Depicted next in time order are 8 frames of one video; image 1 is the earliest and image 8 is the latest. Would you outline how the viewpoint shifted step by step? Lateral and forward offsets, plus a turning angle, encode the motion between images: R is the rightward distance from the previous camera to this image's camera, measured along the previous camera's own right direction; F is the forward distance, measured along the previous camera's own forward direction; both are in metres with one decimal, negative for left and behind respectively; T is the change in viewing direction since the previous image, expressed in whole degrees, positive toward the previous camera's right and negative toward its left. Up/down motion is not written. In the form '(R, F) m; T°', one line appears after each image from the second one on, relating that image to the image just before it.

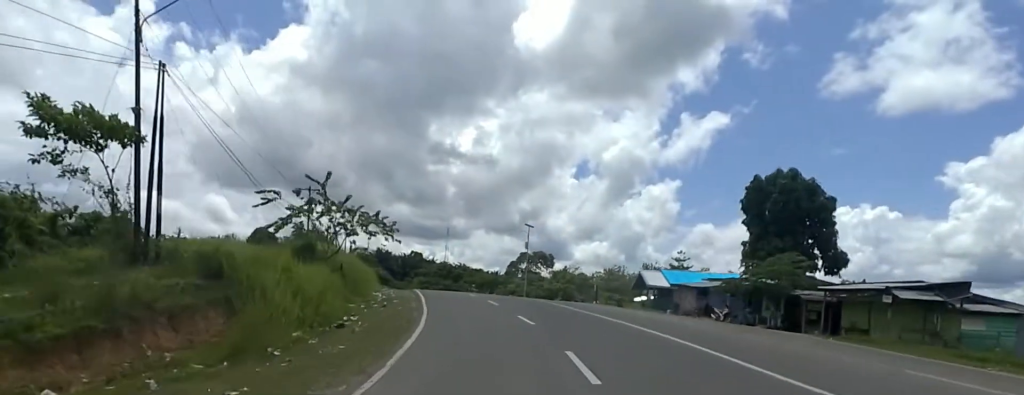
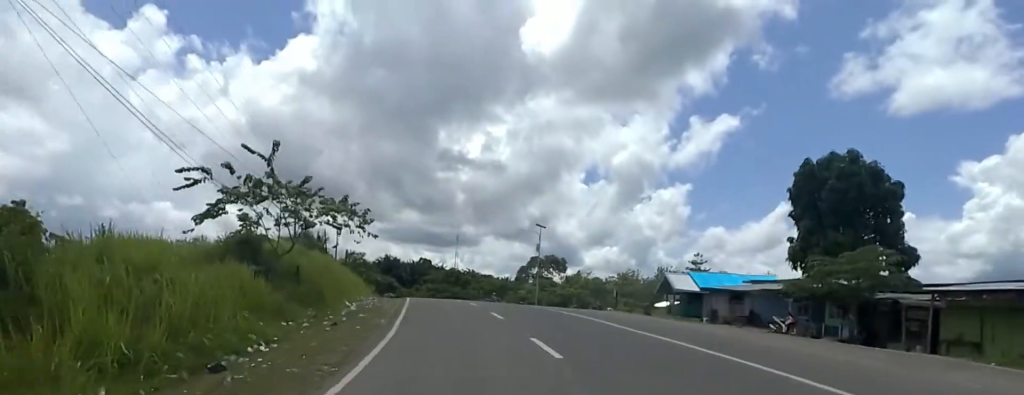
(-0.6, +6.0) m; -4°
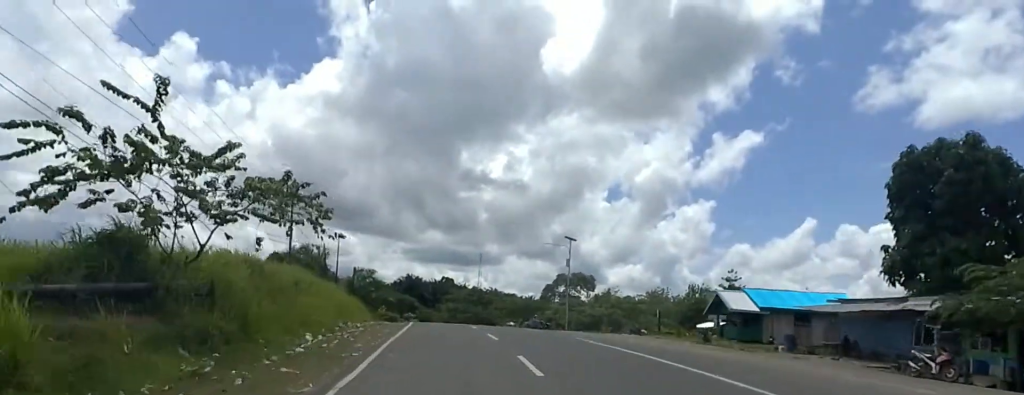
(-0.6, +7.2) m; -4°
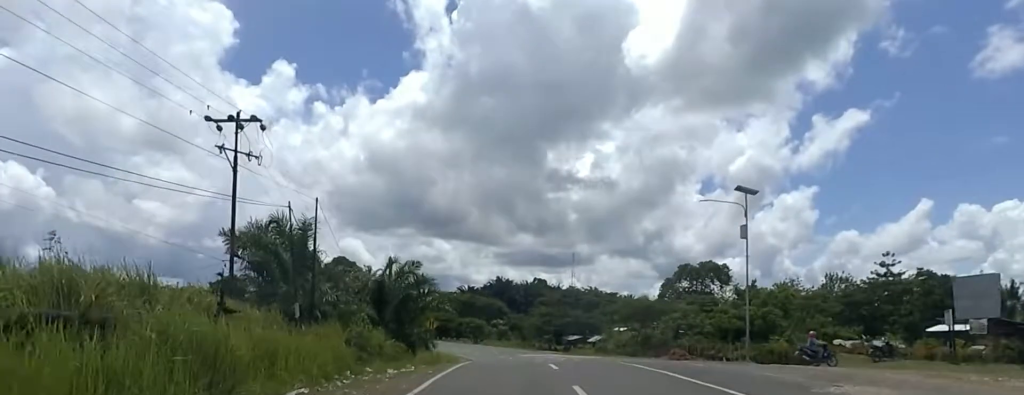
(+0.3, +24.0) m; +3°
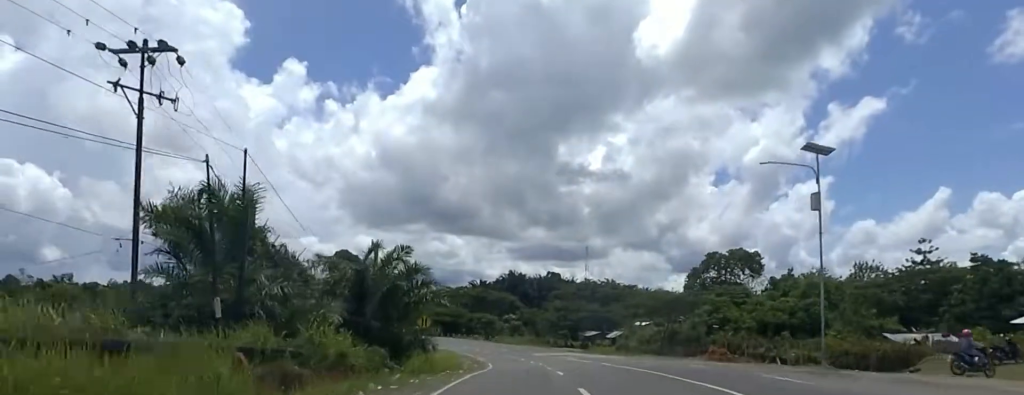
(+0.5, +7.0) m; -3°
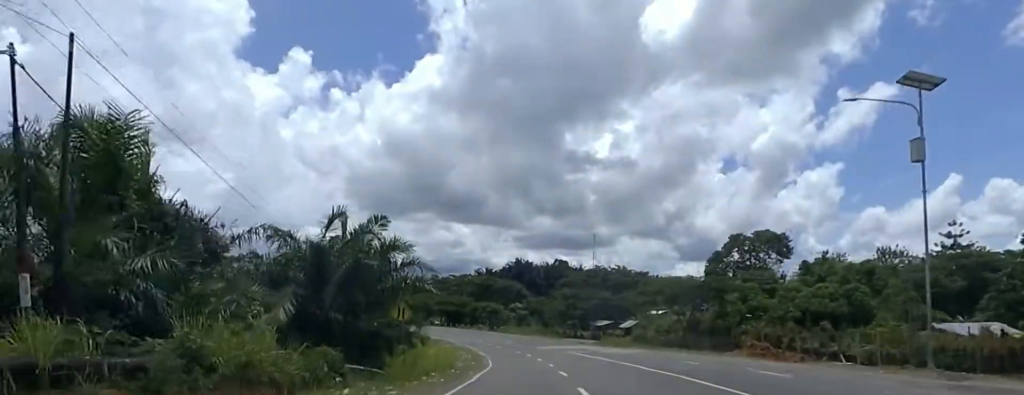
(-0.3, +6.6) m; -3°
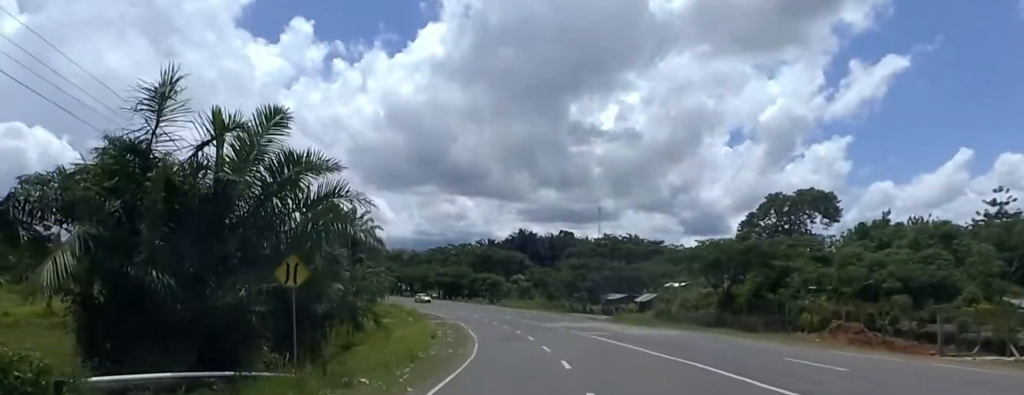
(-0.9, +10.7) m; -3°
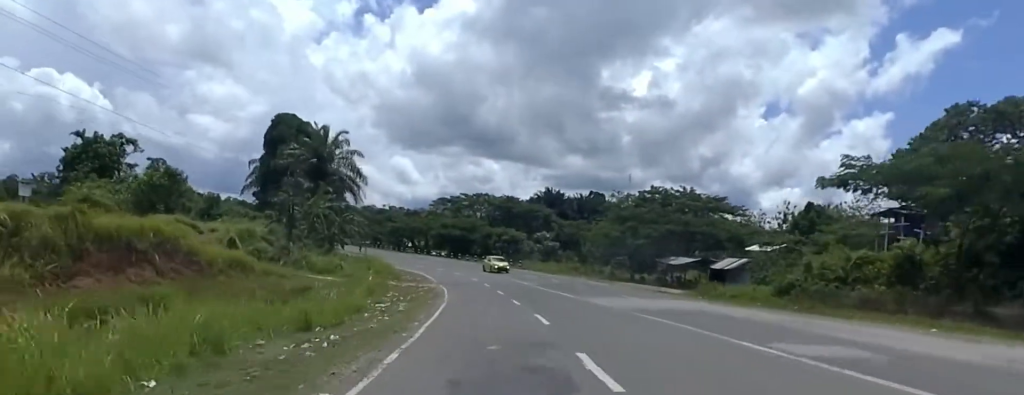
(+1.0, +23.7) m; -2°
